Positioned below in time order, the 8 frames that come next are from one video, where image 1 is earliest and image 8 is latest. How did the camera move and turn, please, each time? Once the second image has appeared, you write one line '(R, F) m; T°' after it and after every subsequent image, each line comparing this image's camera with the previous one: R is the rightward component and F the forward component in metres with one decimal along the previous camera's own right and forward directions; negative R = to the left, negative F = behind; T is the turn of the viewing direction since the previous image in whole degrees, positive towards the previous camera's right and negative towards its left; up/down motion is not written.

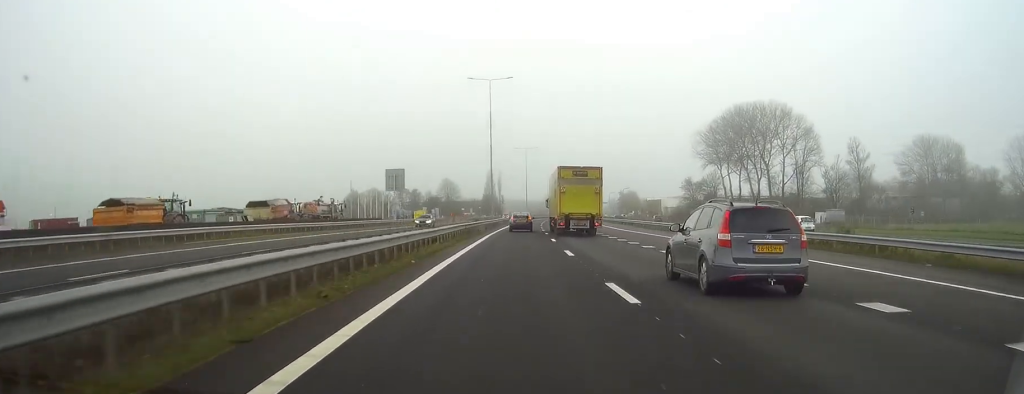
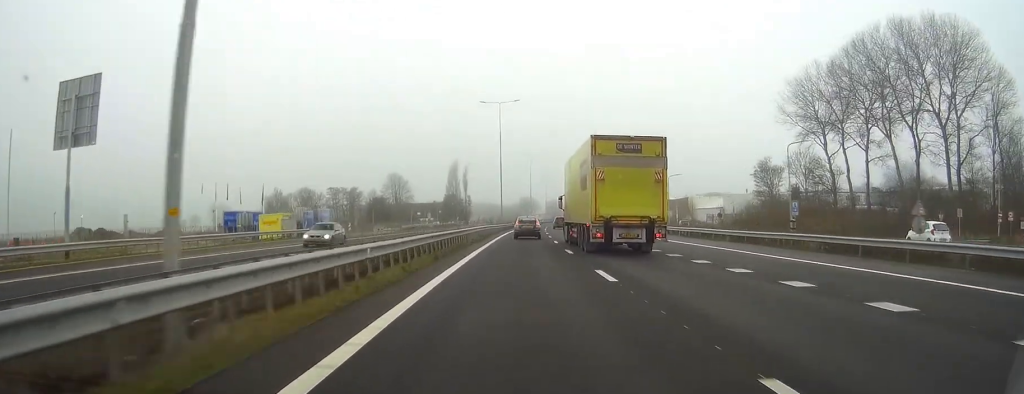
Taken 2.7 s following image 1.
(+1.9, +79.5) m; +3°
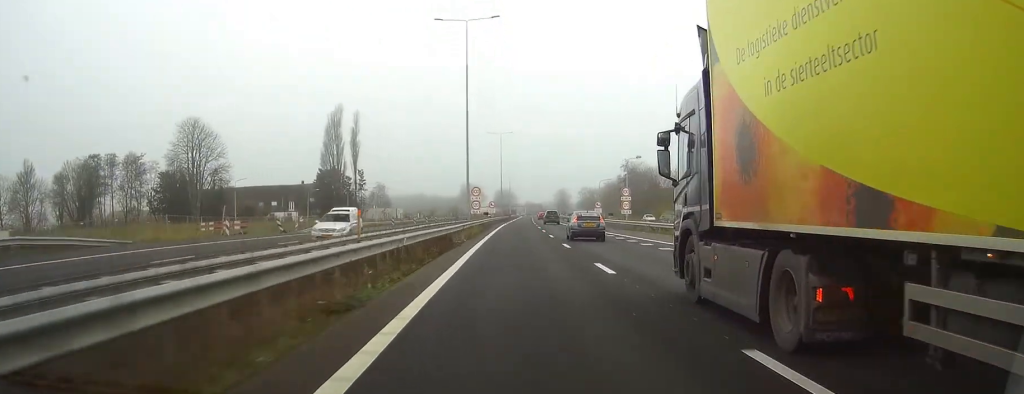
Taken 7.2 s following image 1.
(+4.8, +130.0) m; +4°
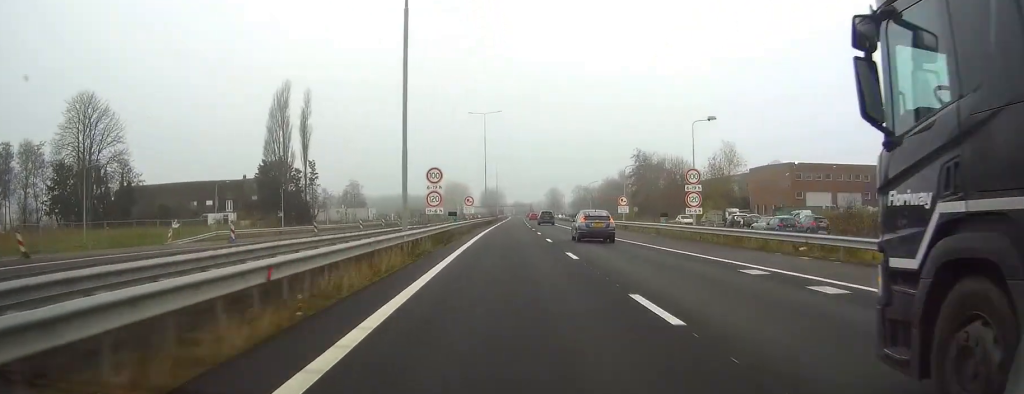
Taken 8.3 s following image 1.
(+0.4, +31.1) m; +1°
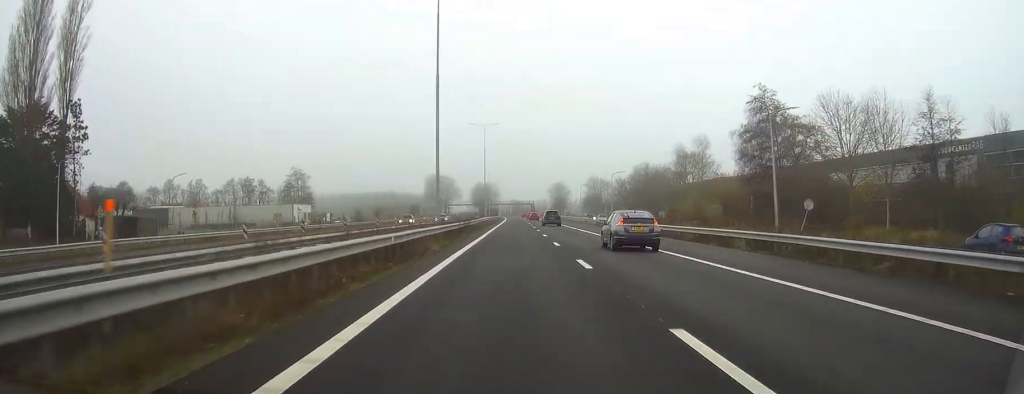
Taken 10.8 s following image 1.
(+0.6, +73.9) m; +1°
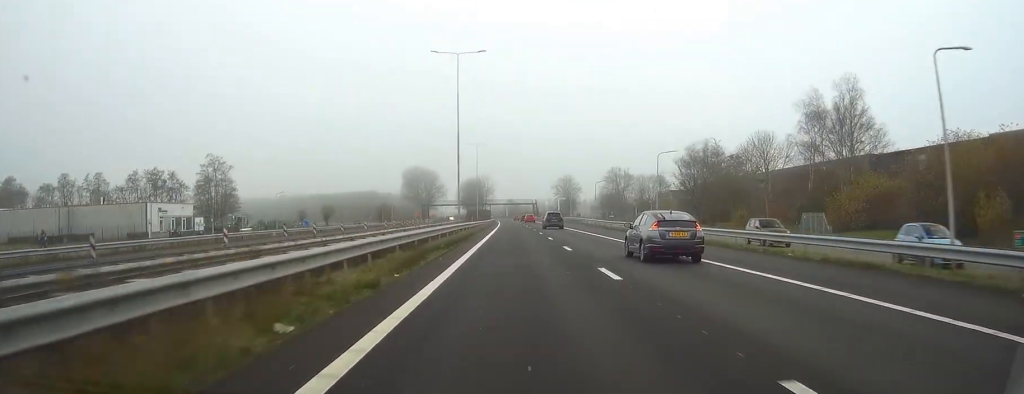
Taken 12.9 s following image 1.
(+0.2, +62.5) m; 0°
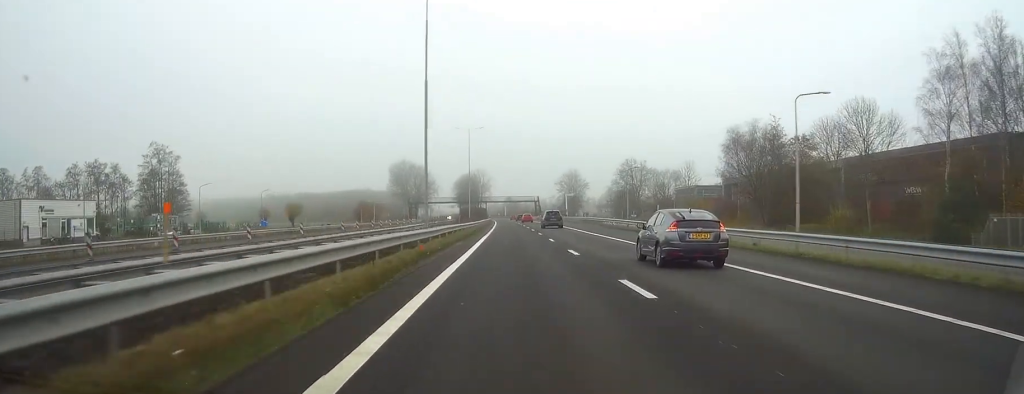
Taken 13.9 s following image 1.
(0.0, +27.4) m; 0°
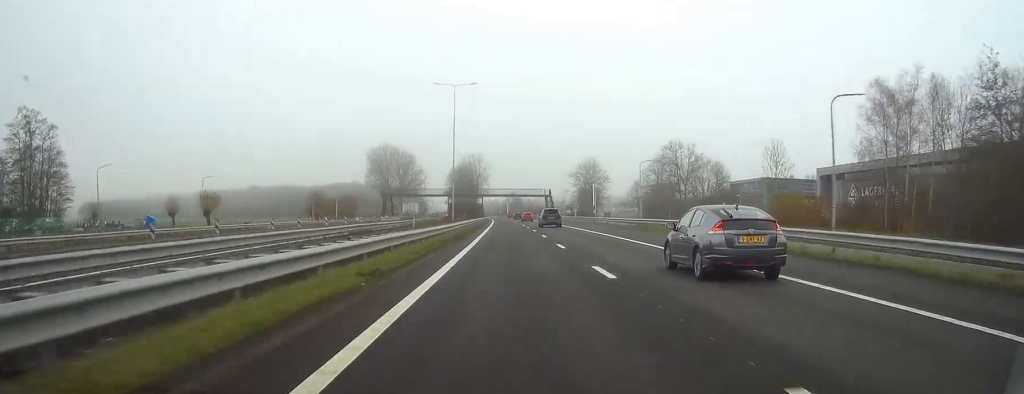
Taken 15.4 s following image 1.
(0.0, +45.1) m; 0°
